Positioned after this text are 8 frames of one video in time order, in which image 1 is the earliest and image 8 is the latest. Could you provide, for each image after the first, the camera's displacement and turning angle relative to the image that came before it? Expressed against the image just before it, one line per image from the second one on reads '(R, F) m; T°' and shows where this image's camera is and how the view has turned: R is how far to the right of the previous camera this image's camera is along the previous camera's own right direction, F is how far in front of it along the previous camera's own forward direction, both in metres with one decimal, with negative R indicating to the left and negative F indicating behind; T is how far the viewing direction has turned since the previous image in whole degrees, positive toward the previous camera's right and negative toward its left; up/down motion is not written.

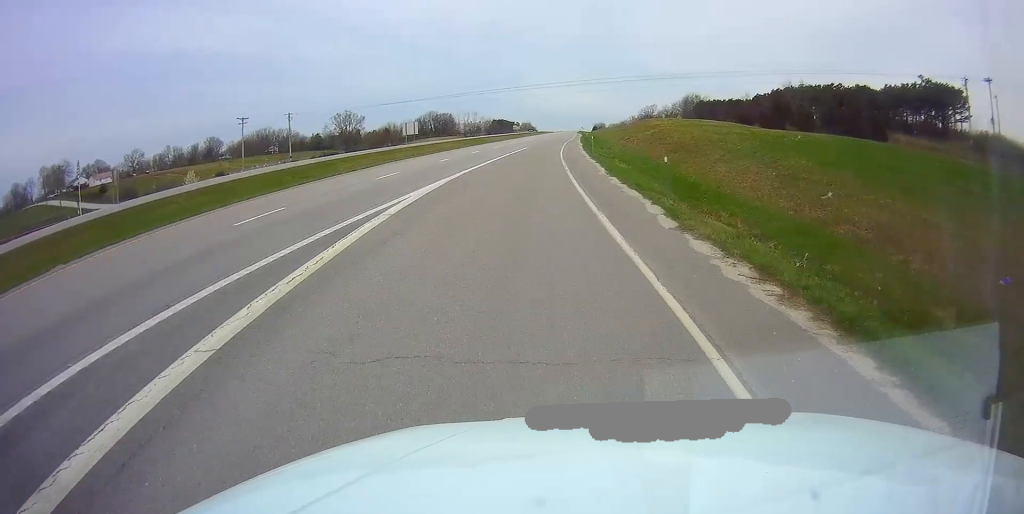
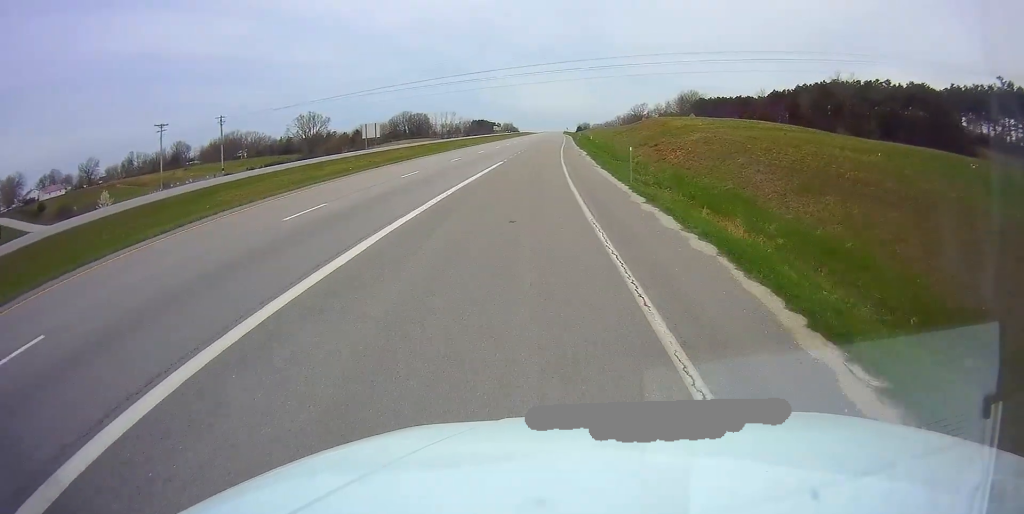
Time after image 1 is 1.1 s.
(+0.5, +23.8) m; +2°
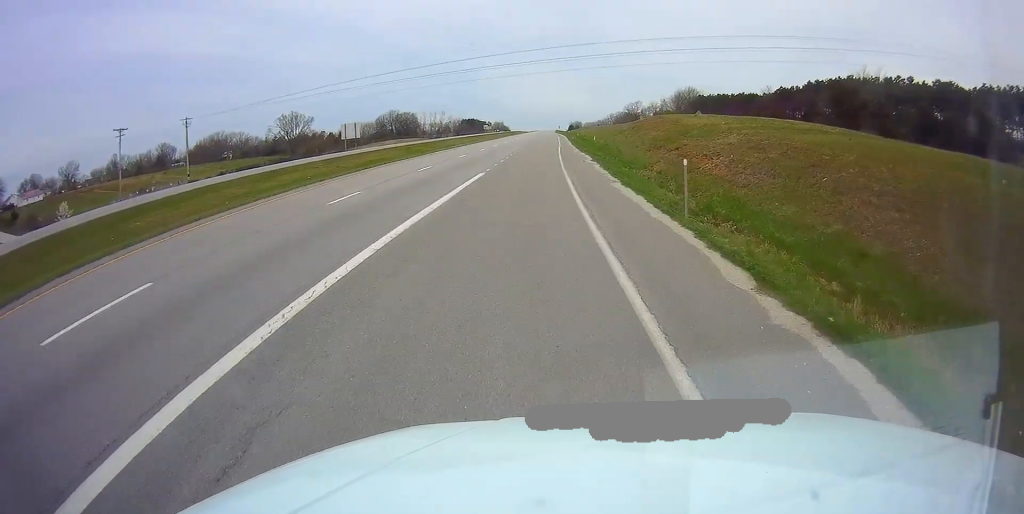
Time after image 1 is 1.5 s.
(-0.1, +9.5) m; +1°
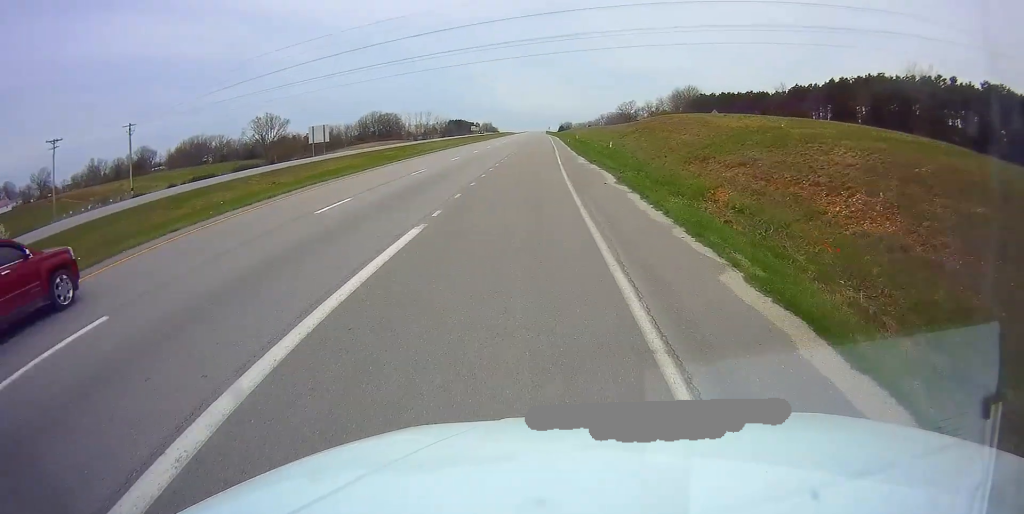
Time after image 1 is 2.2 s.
(+0.2, +13.9) m; +1°
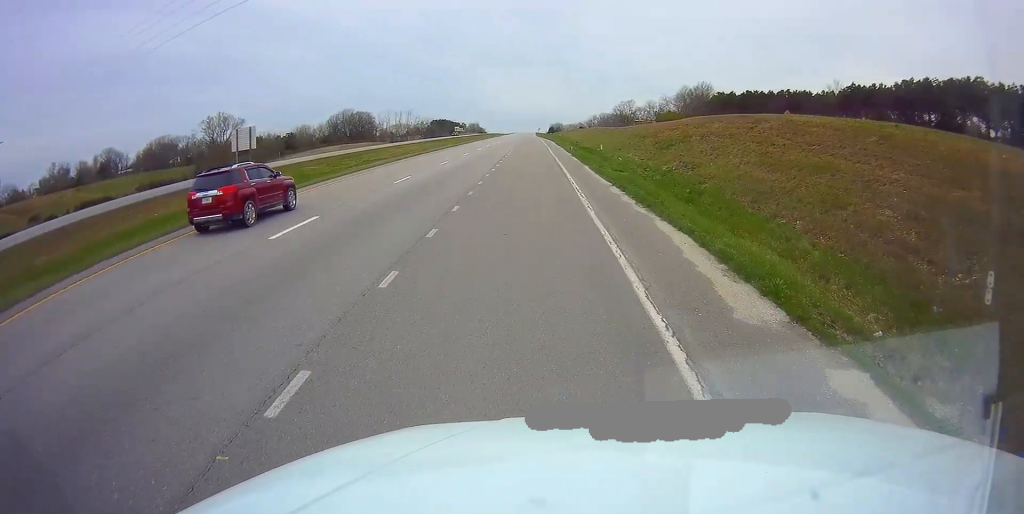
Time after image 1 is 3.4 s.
(+0.3, +28.2) m; 0°
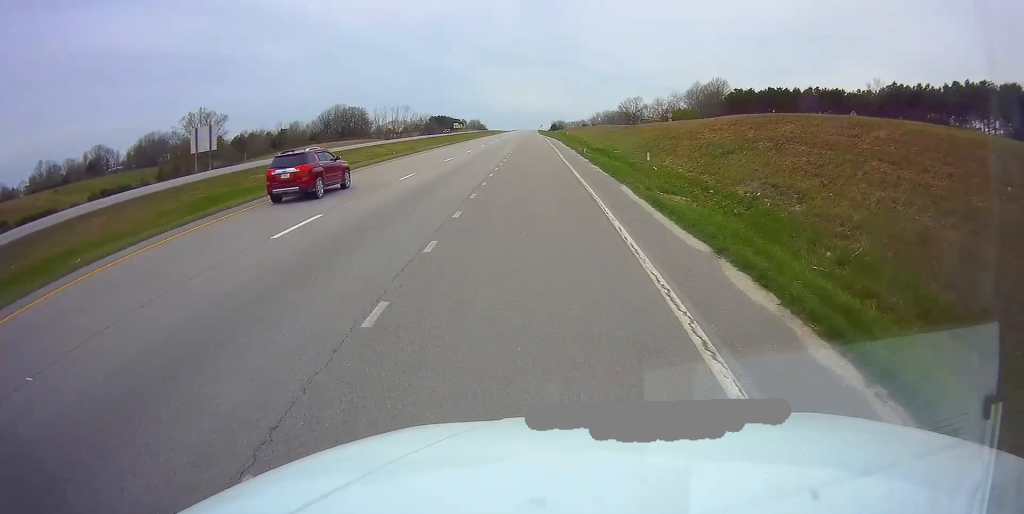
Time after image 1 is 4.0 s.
(0.0, +12.7) m; 0°
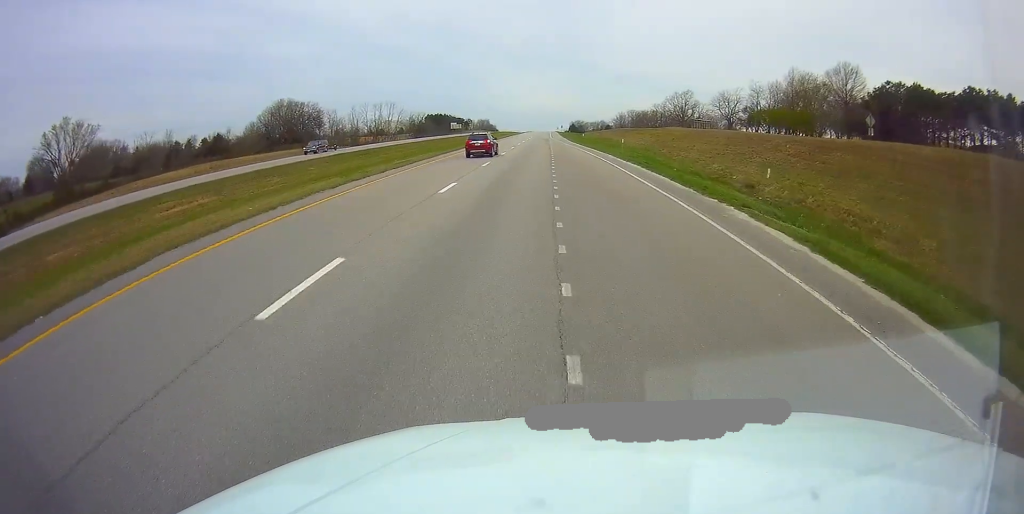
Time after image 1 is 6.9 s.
(-0.3, +66.7) m; 0°
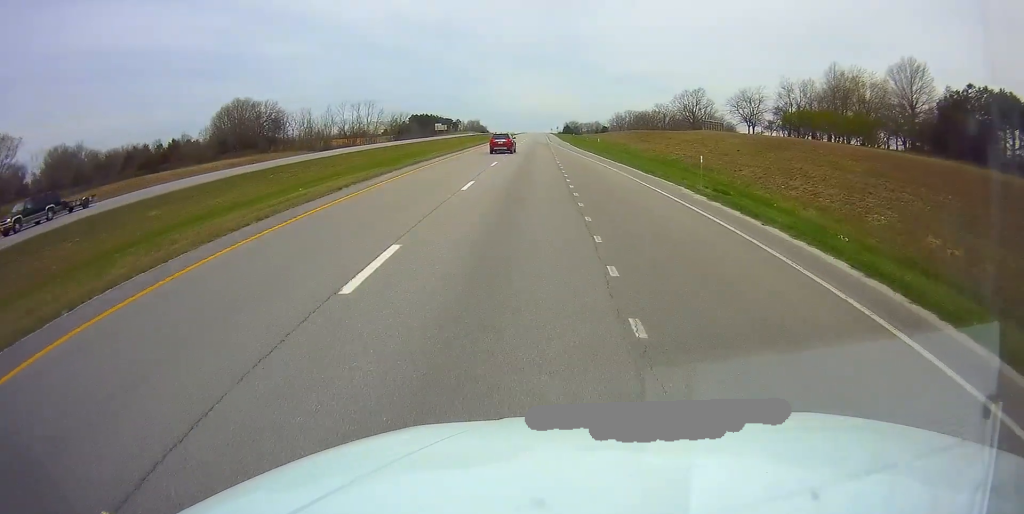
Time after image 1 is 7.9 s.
(0.0, +23.4) m; +1°
